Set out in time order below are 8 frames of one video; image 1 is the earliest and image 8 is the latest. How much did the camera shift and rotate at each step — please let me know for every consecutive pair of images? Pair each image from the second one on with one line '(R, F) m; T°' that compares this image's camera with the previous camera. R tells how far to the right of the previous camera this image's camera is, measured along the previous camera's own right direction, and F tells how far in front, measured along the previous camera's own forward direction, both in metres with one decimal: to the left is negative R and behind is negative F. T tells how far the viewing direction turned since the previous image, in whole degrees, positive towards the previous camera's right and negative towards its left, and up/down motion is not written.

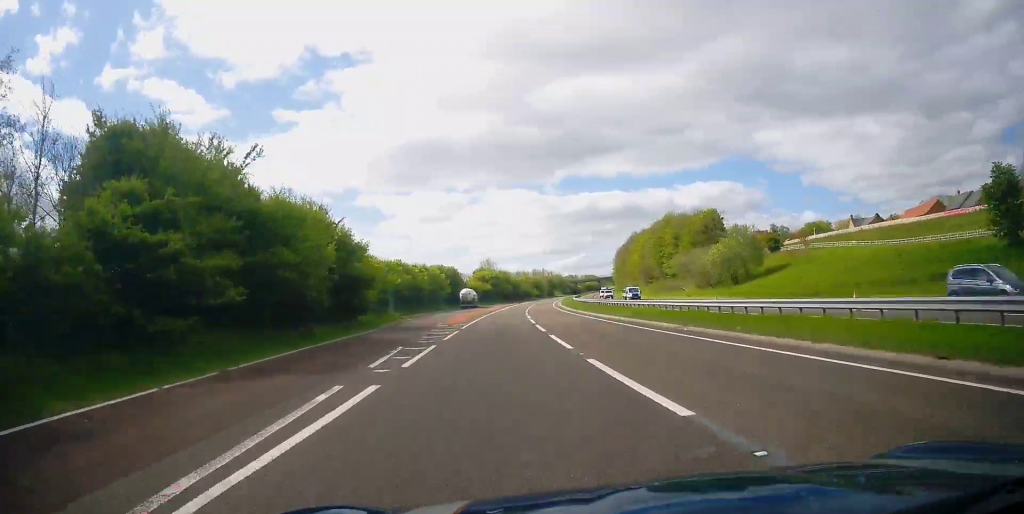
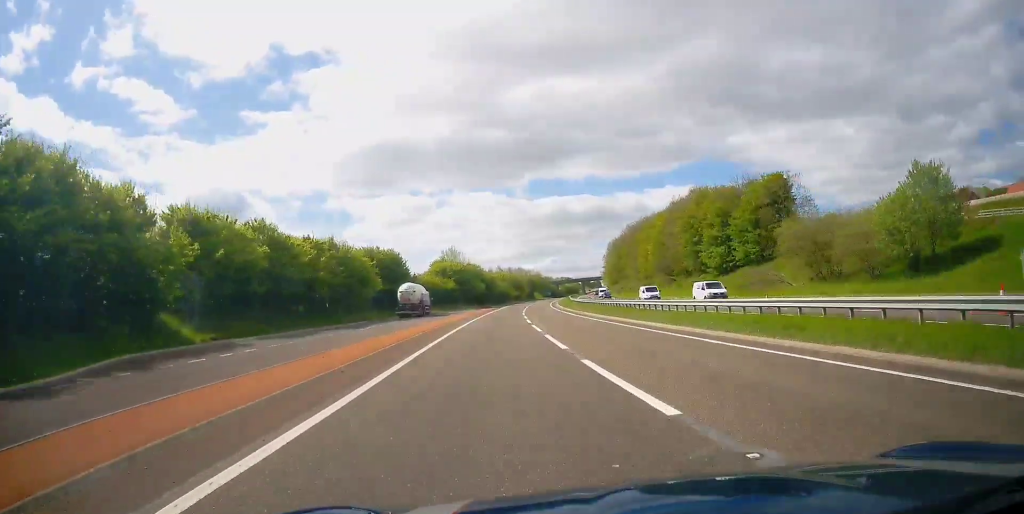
(+1.2, +46.3) m; +3°
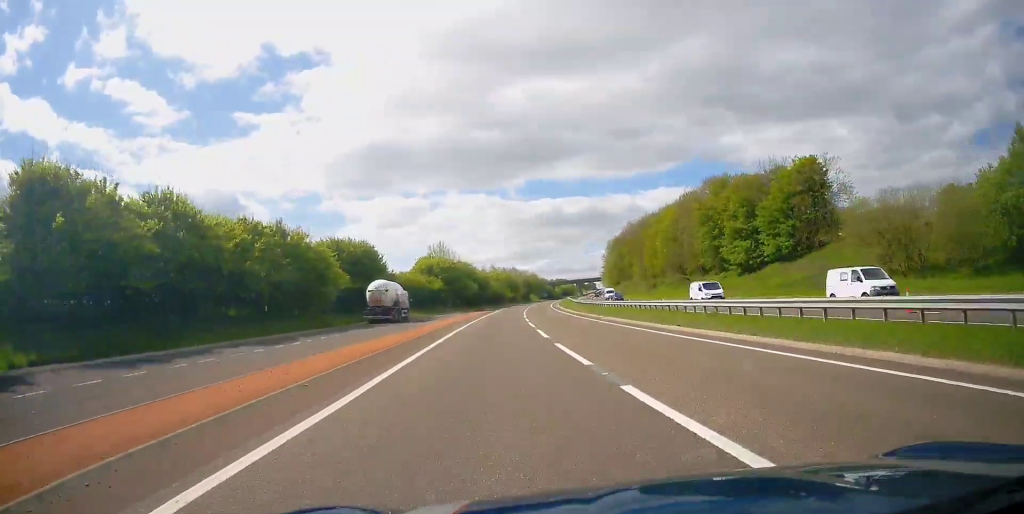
(+0.2, +13.5) m; +1°
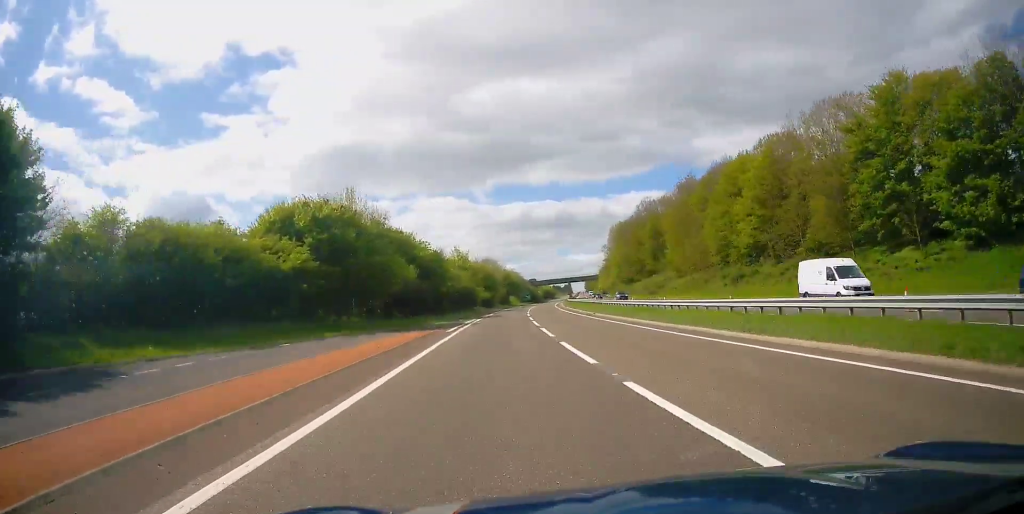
(+1.2, +54.9) m; +3°
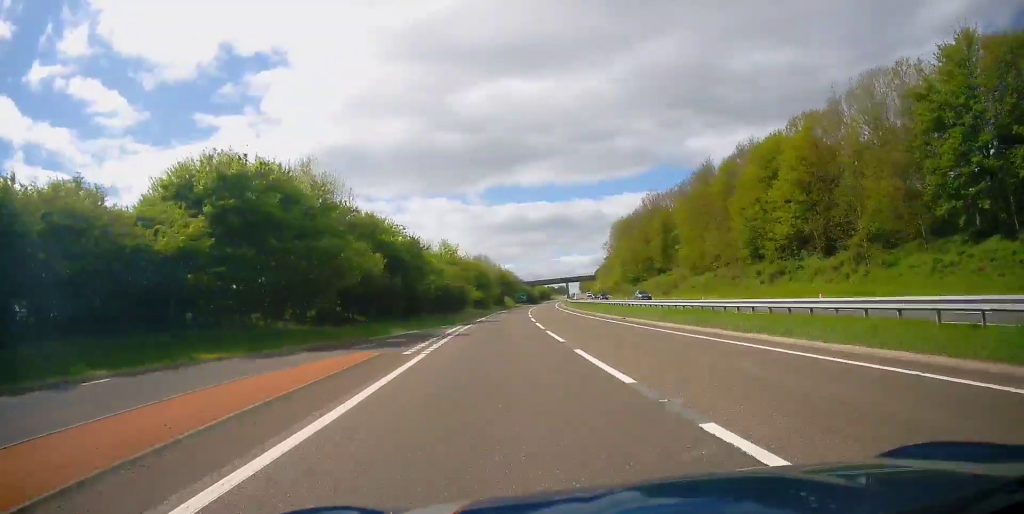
(0.0, +12.3) m; +1°
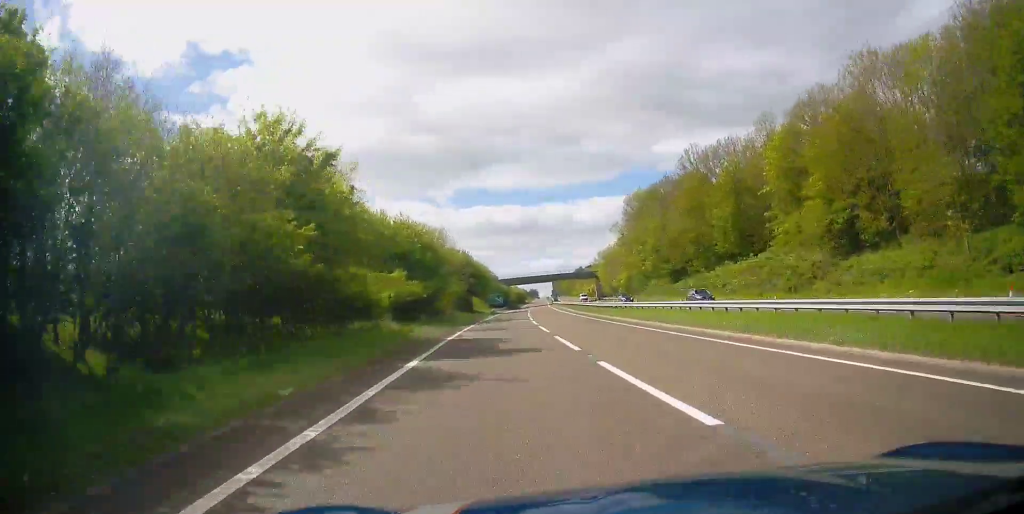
(+1.3, +48.6) m; +4°
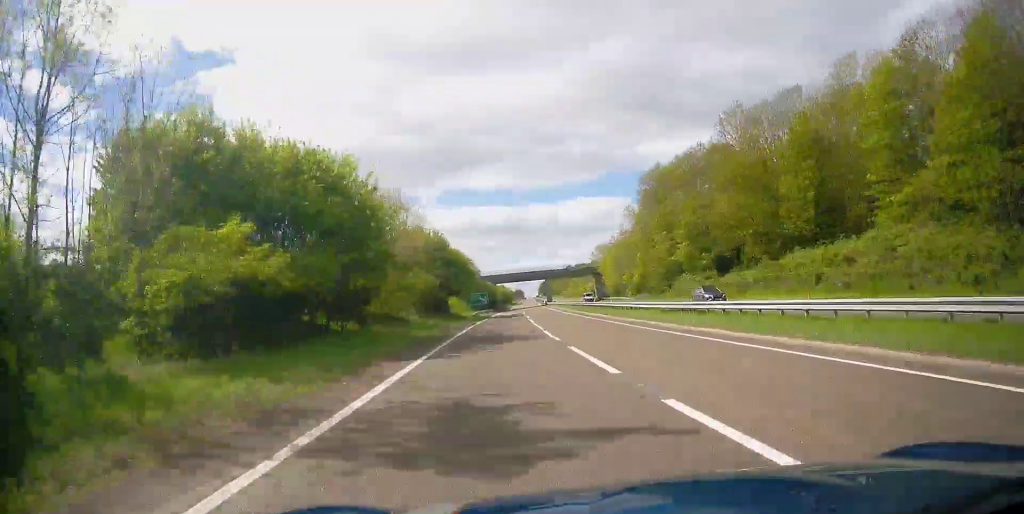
(+0.6, +23.0) m; +2°
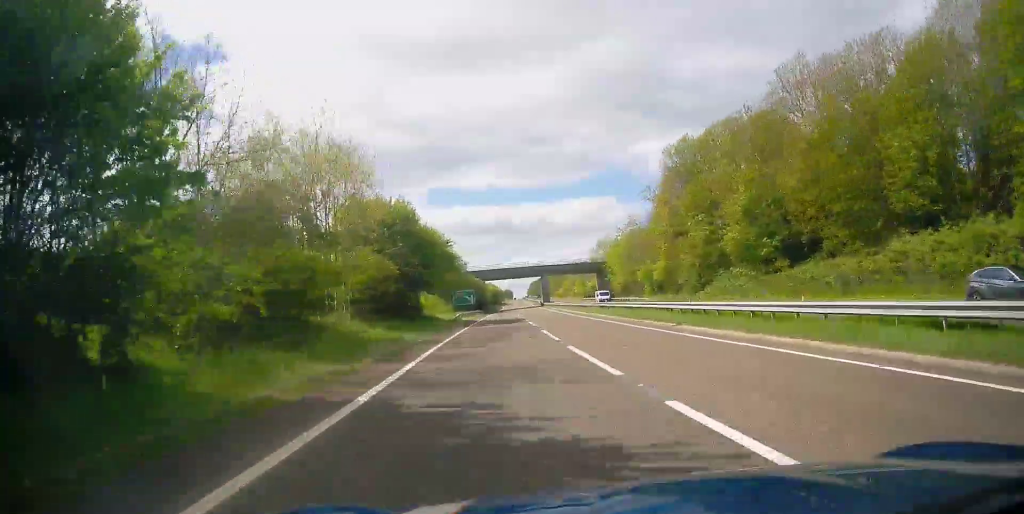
(+0.2, +18.7) m; 0°
